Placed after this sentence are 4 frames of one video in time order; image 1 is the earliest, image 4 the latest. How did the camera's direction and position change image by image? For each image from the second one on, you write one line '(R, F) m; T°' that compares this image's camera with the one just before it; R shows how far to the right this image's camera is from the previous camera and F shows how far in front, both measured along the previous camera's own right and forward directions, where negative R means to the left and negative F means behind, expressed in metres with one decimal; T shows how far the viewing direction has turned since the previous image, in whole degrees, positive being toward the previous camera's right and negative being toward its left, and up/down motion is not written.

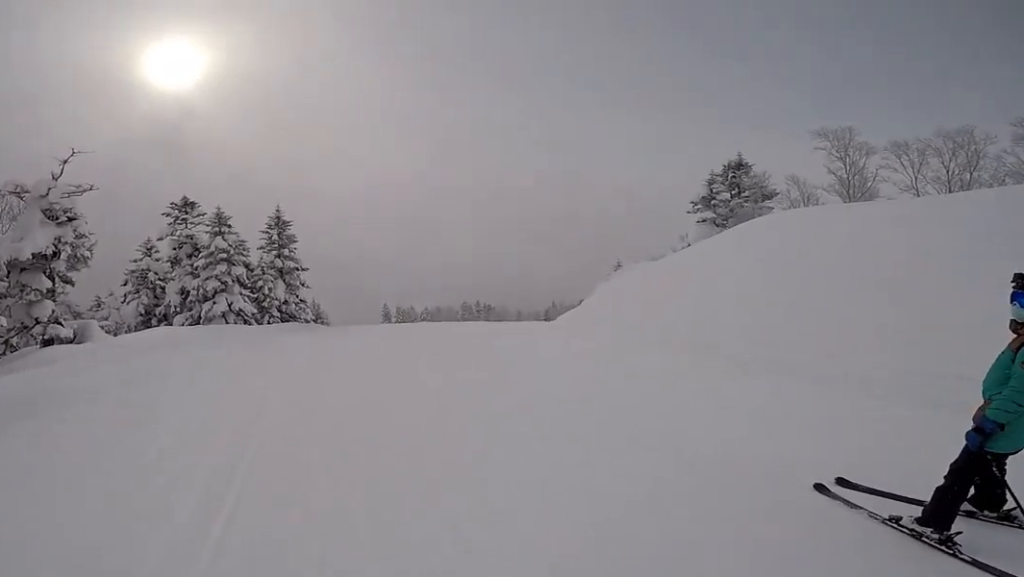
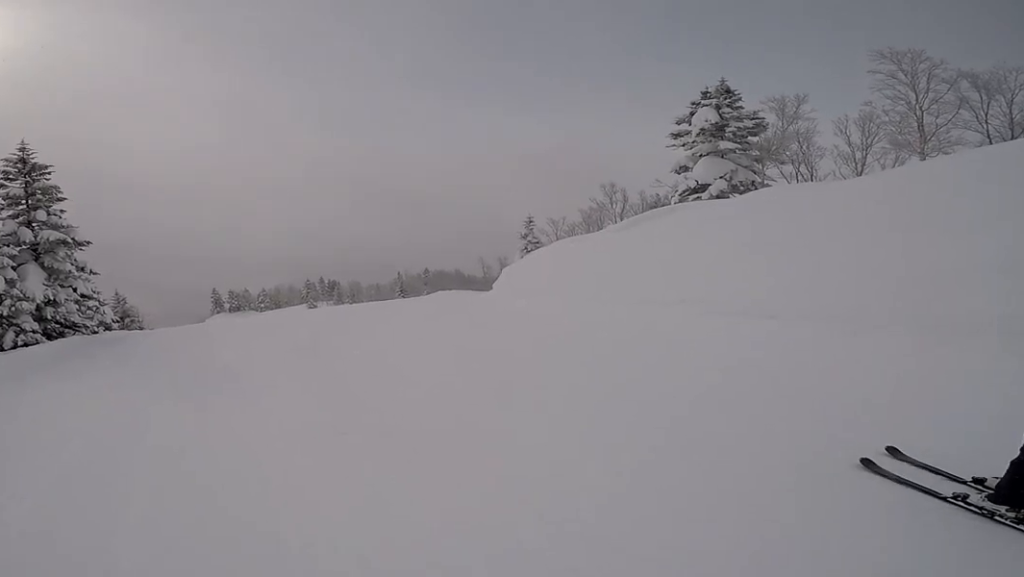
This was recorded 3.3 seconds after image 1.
(-2.1, +11.5) m; 0°
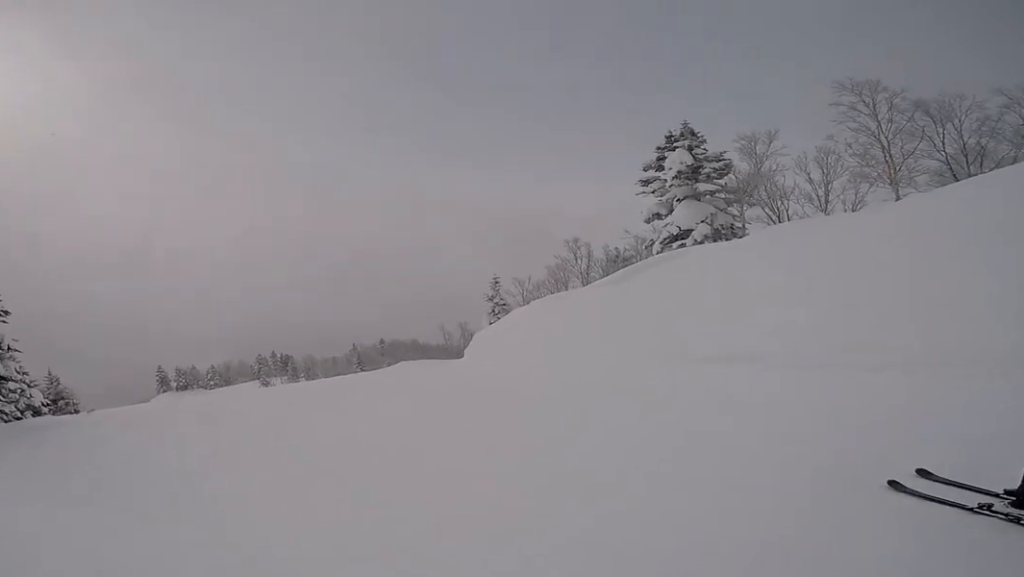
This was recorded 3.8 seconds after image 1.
(+0.1, +2.4) m; +3°
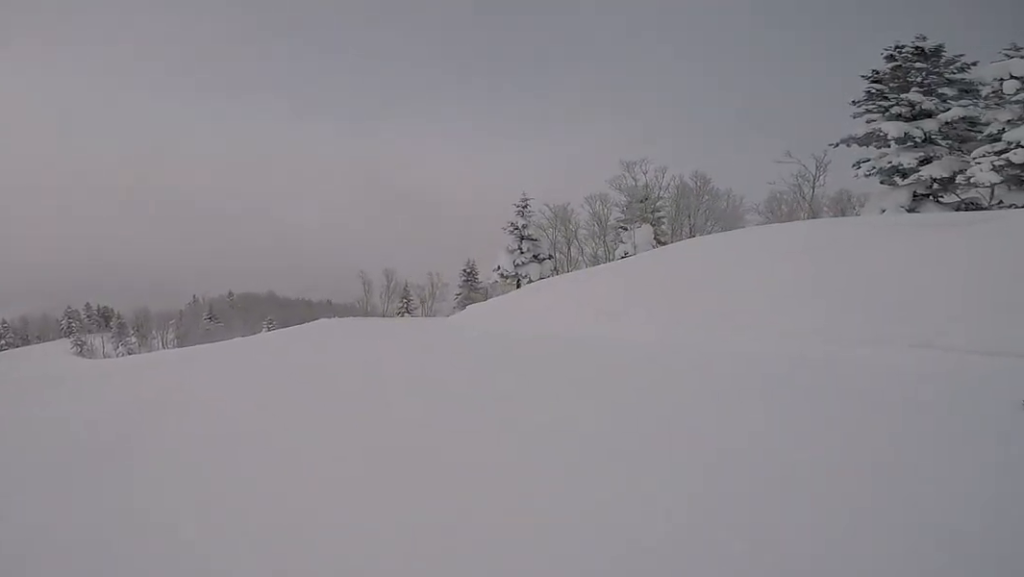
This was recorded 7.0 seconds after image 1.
(+3.3, +13.5) m; +22°
